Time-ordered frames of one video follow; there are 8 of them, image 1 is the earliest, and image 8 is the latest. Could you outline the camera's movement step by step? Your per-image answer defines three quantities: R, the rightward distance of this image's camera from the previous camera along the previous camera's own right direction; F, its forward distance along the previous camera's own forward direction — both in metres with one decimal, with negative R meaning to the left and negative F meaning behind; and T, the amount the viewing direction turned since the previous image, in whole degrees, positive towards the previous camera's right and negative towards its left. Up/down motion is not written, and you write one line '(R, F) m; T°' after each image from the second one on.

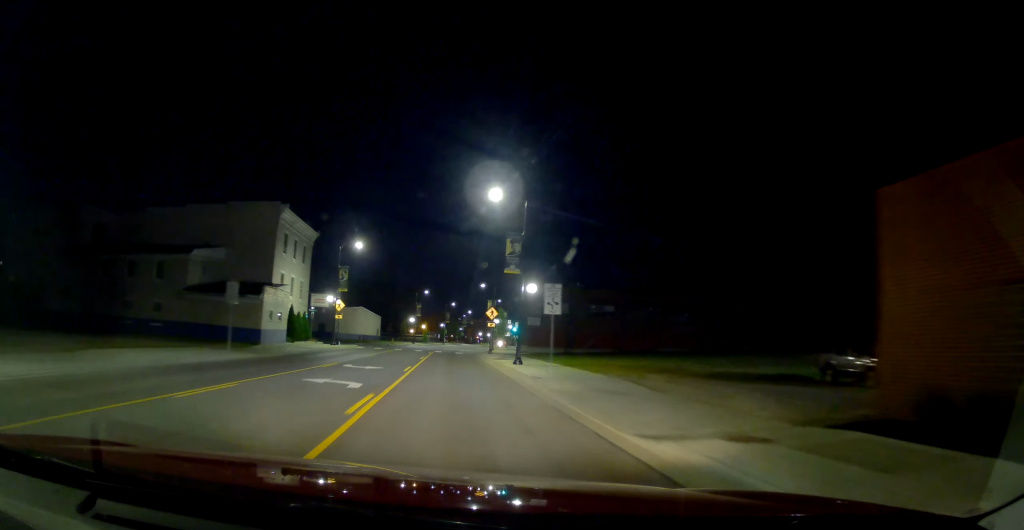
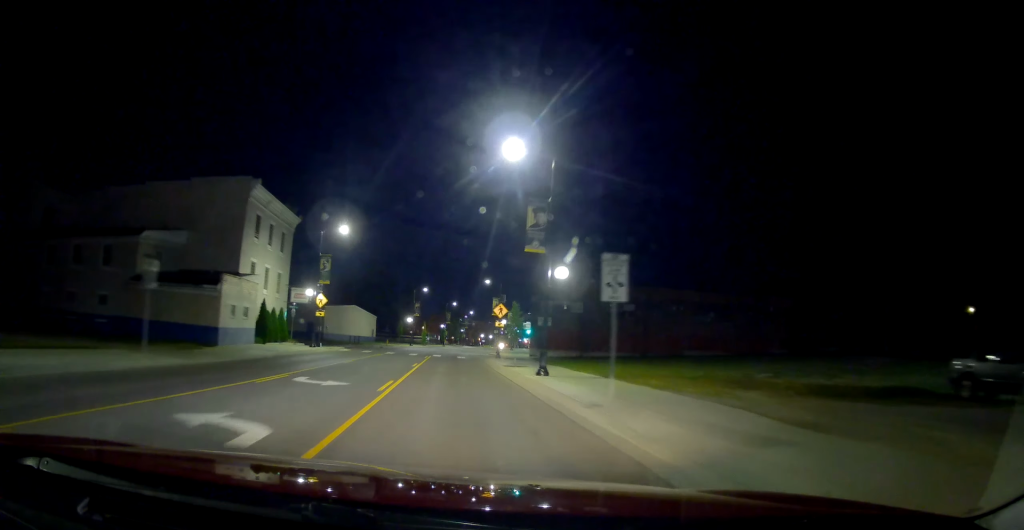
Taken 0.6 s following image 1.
(+0.1, +8.0) m; +1°
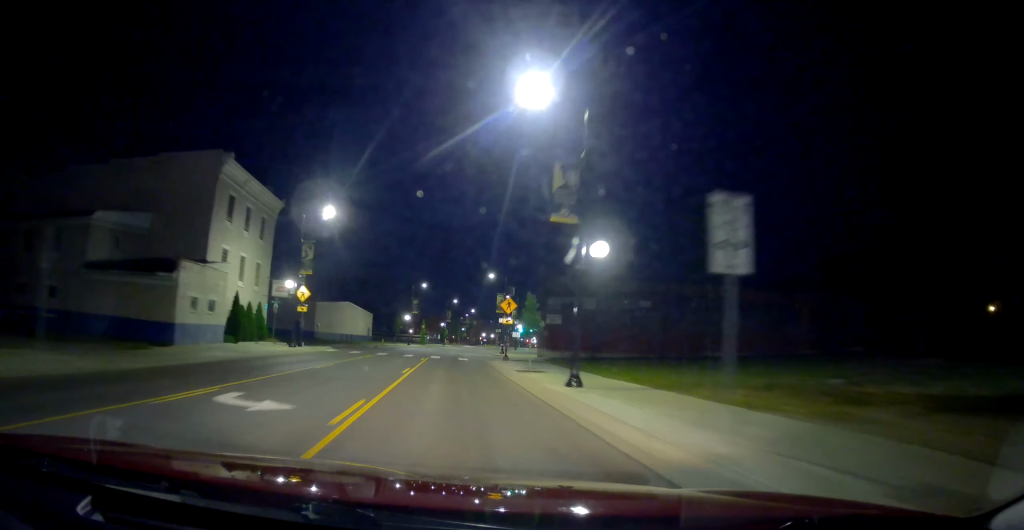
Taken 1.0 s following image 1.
(+0.3, +5.7) m; +1°
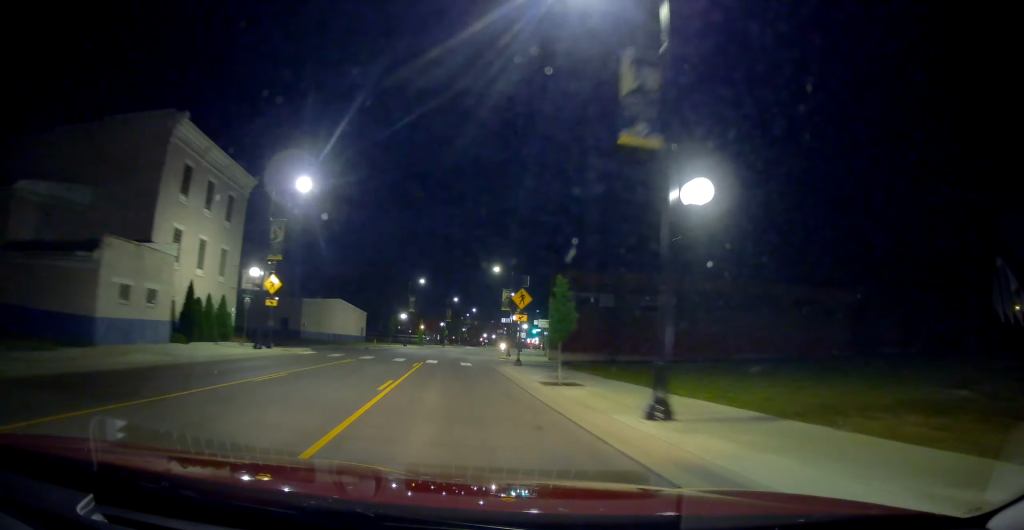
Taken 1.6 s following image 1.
(0.0, +7.0) m; -1°
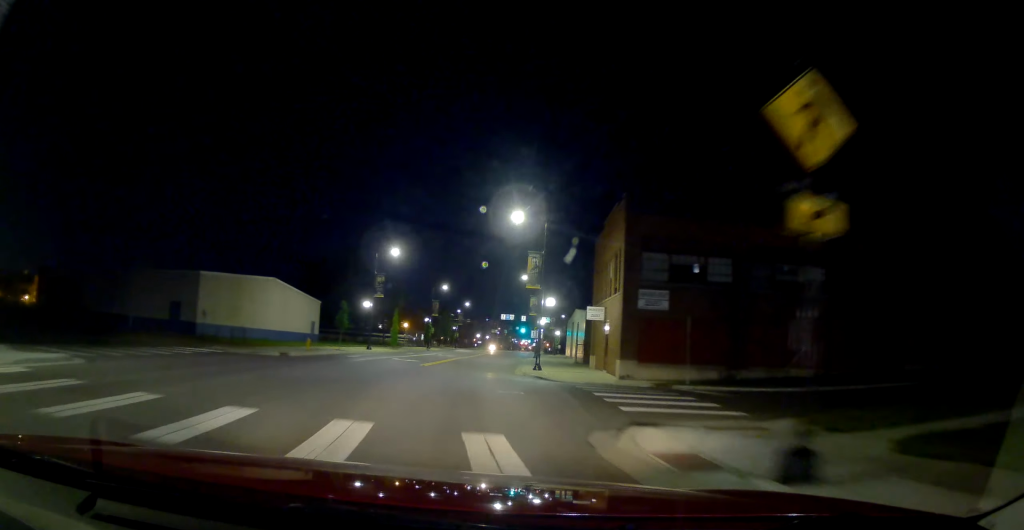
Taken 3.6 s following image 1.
(-1.0, +25.5) m; -3°
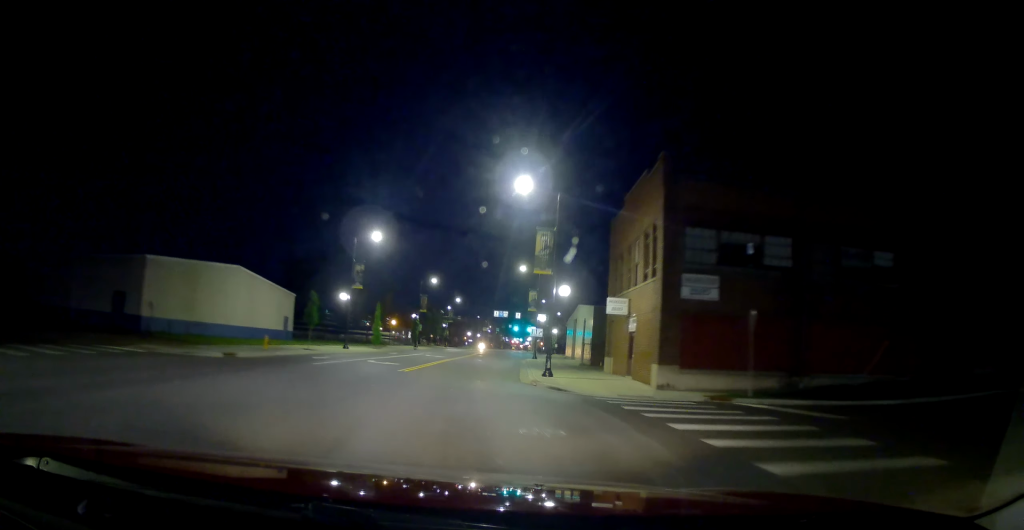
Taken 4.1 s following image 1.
(+0.2, +6.6) m; -1°
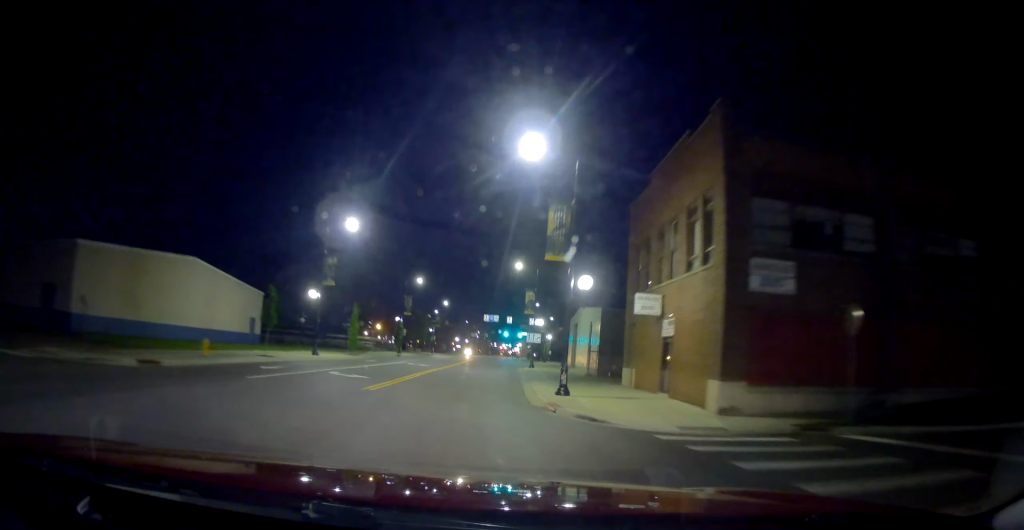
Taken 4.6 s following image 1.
(-0.1, +6.2) m; 0°
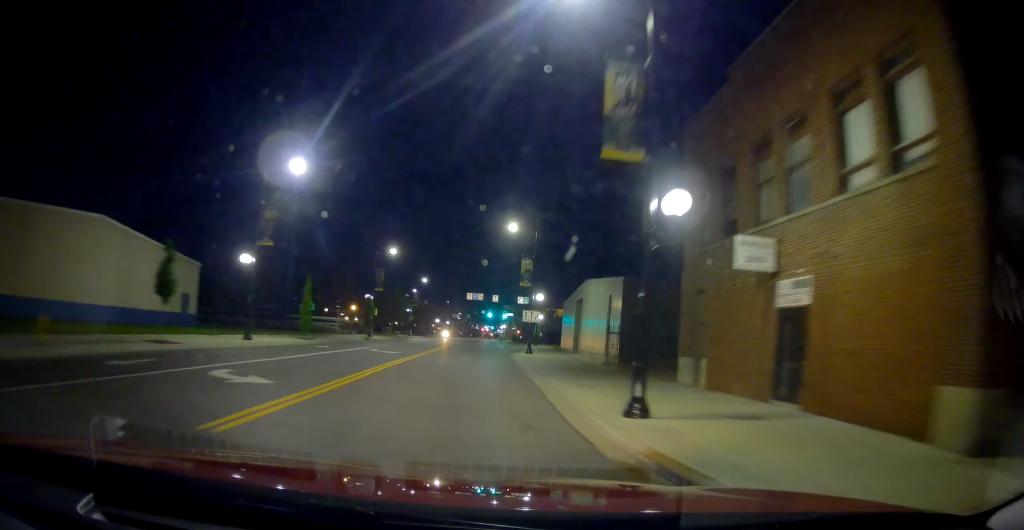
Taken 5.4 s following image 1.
(-0.4, +9.6) m; +1°
